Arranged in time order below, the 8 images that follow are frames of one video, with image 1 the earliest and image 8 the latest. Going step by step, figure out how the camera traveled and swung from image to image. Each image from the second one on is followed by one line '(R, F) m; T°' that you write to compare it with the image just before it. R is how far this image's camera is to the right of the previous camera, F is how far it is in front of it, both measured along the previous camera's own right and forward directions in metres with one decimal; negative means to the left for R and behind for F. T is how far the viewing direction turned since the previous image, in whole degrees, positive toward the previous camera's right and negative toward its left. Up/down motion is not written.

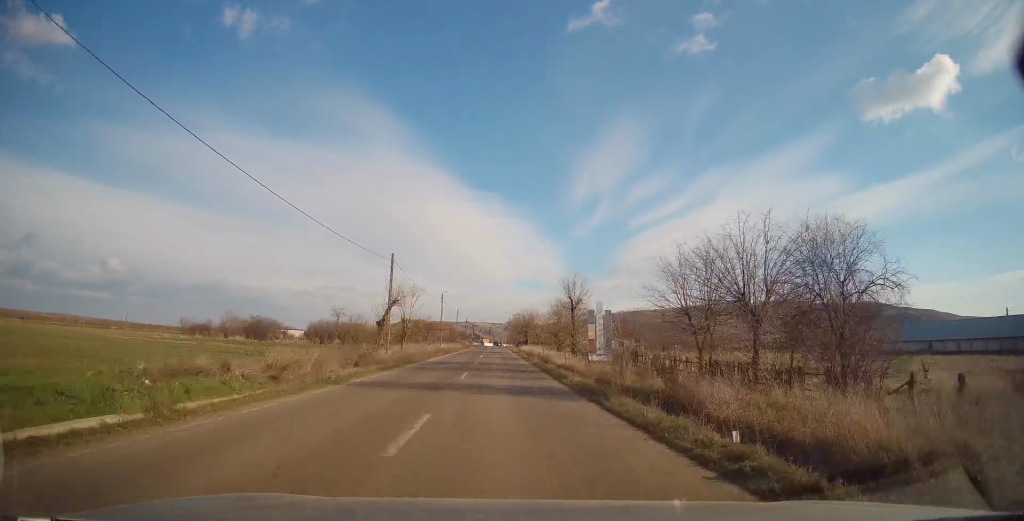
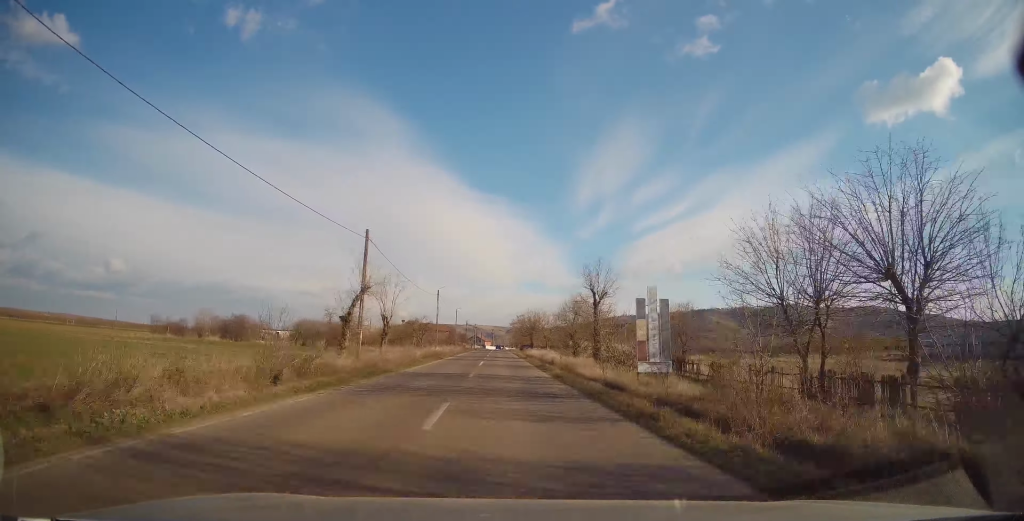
(-0.2, +10.0) m; -1°
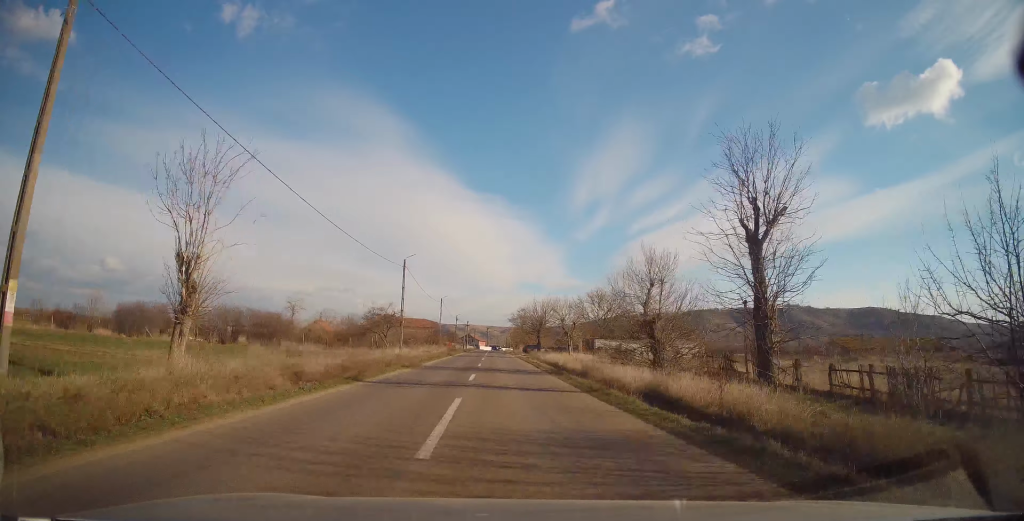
(+0.1, +26.0) m; +1°
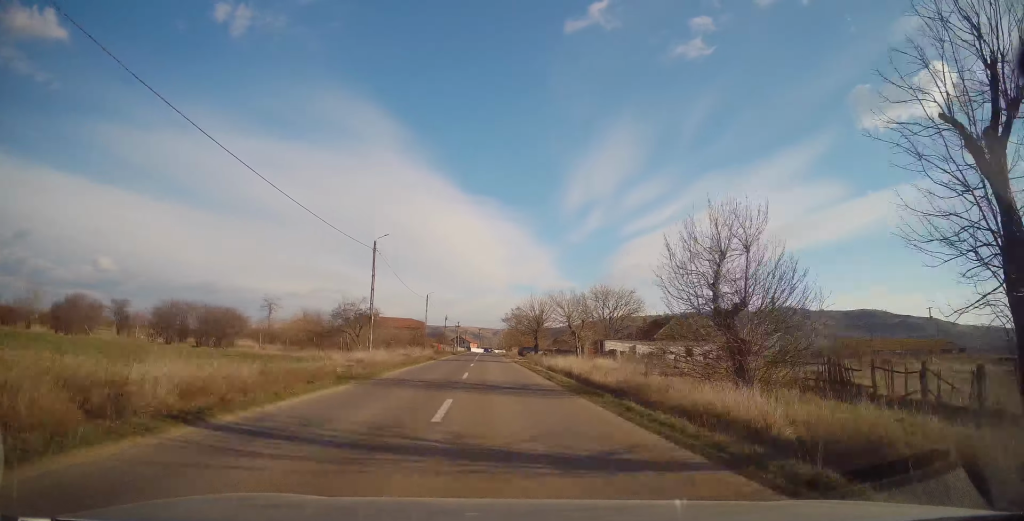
(0.0, +9.2) m; 0°
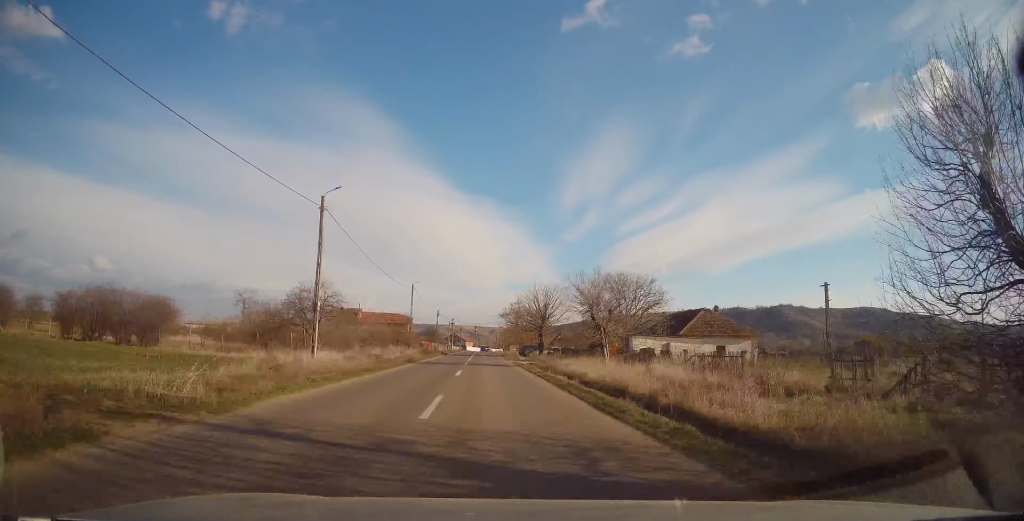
(-0.3, +11.7) m; 0°
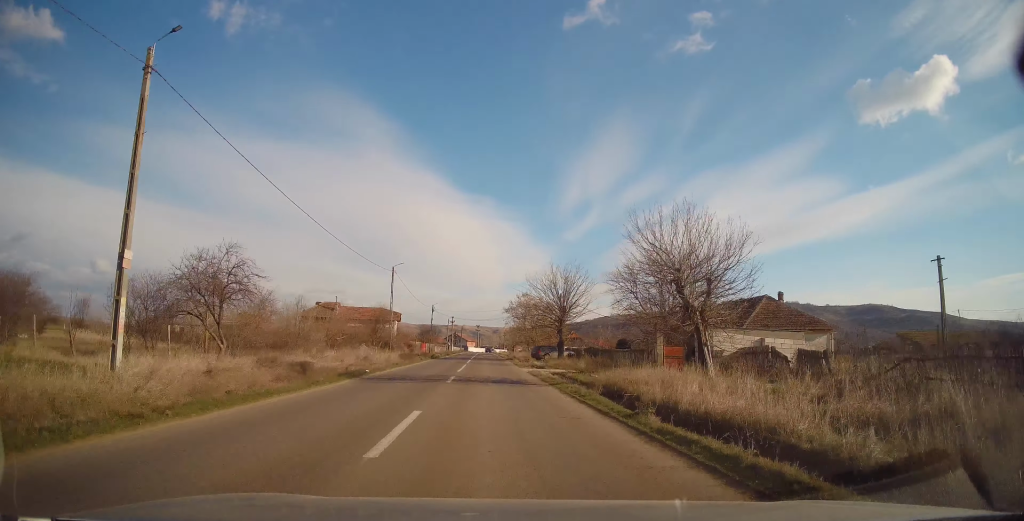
(+0.5, +15.1) m; 0°
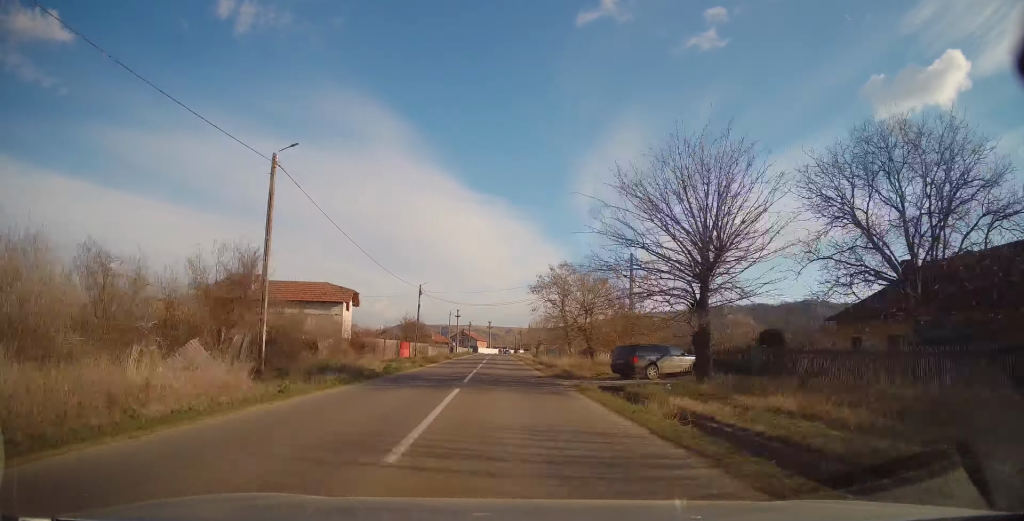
(-0.8, +30.8) m; 0°
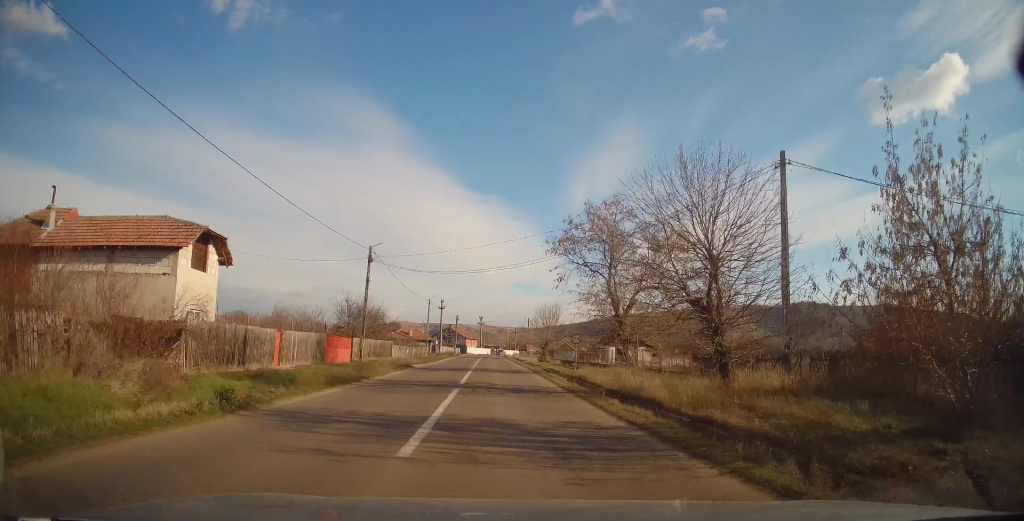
(+0.5, +23.3) m; 0°
